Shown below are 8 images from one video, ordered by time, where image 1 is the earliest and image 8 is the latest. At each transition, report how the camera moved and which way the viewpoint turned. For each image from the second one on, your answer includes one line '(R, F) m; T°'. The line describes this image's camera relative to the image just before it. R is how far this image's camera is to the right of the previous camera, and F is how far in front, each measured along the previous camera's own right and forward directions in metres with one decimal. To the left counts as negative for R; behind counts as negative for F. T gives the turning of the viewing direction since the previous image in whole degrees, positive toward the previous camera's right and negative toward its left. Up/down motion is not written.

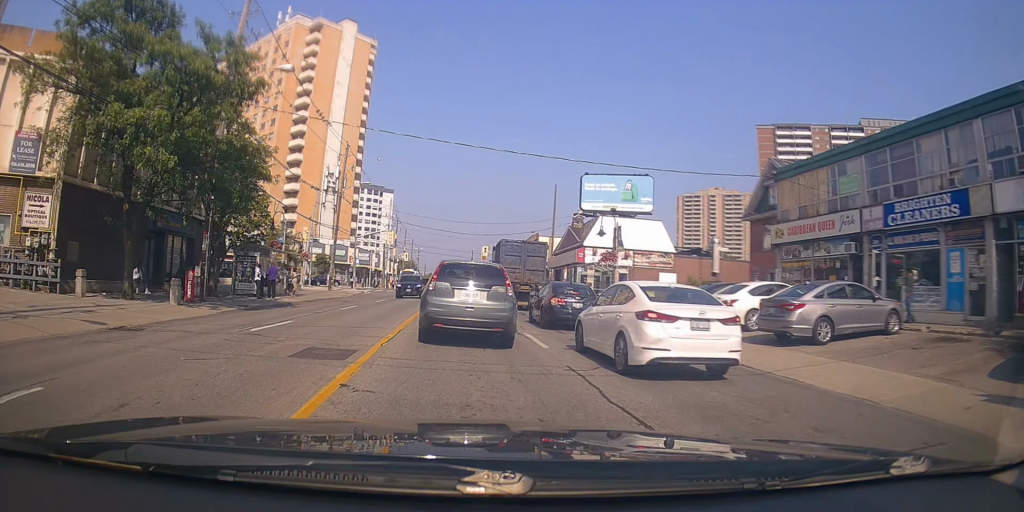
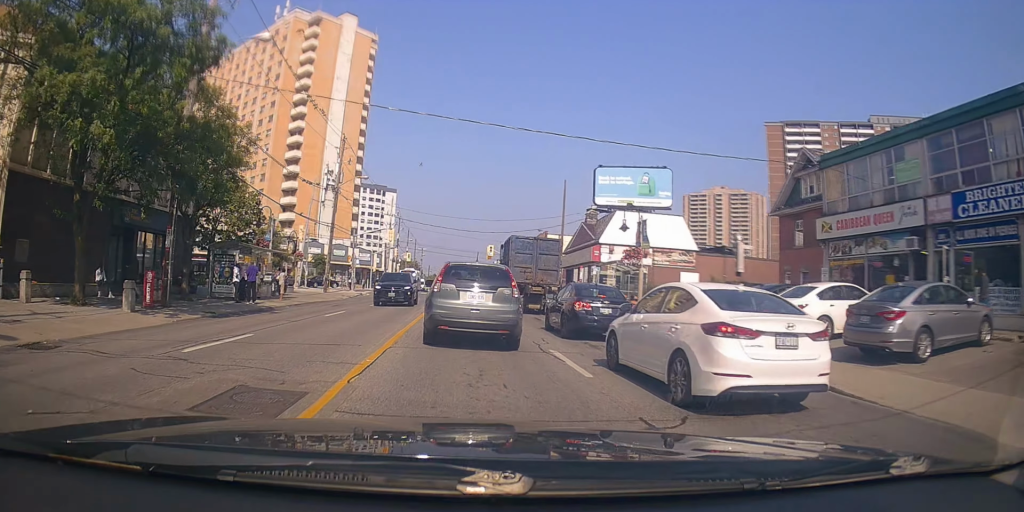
(0.0, +3.4) m; +1°
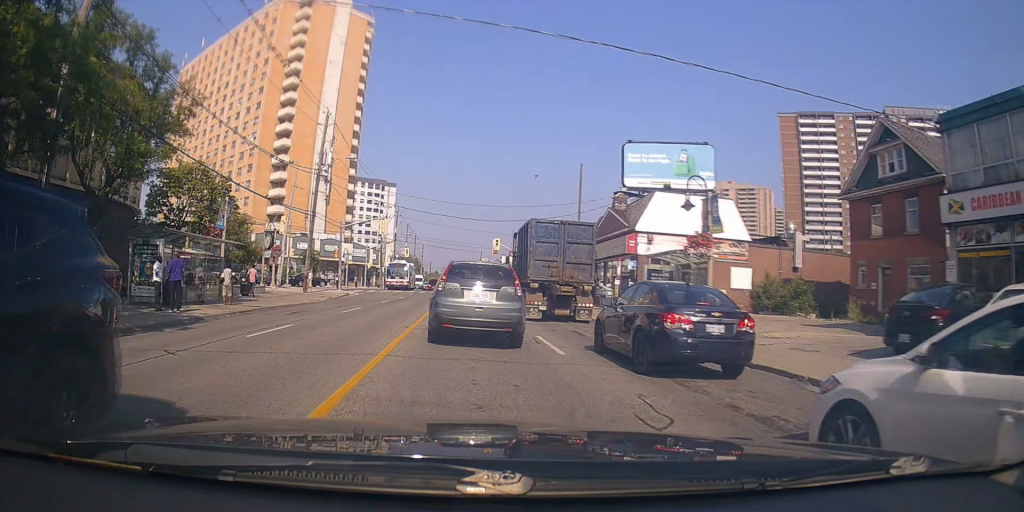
(+0.2, +7.7) m; +6°
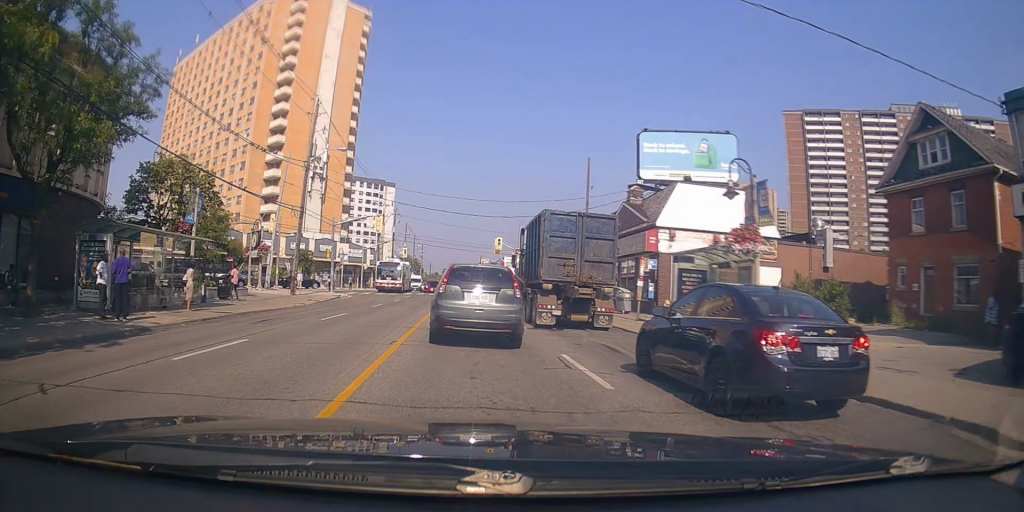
(+0.3, +3.6) m; +3°
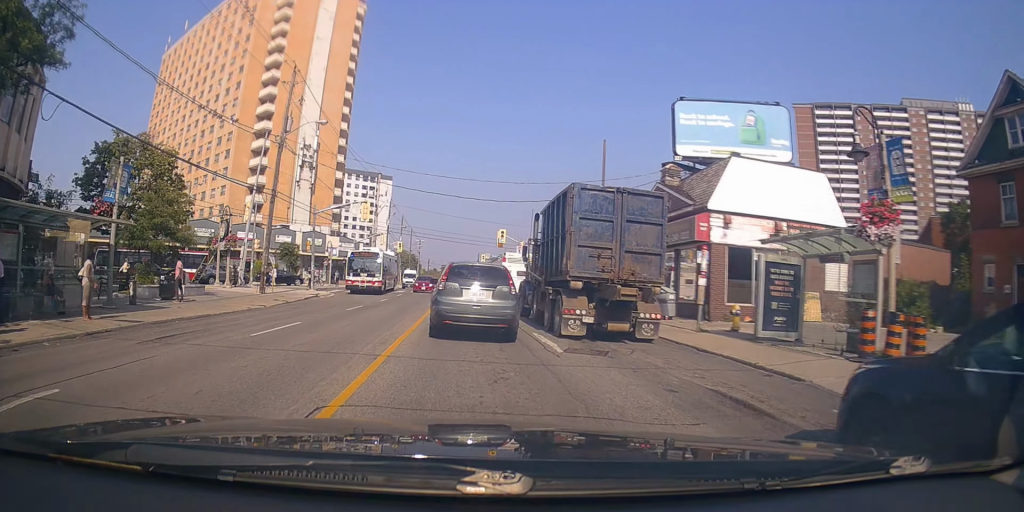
(0.0, +6.4) m; 0°
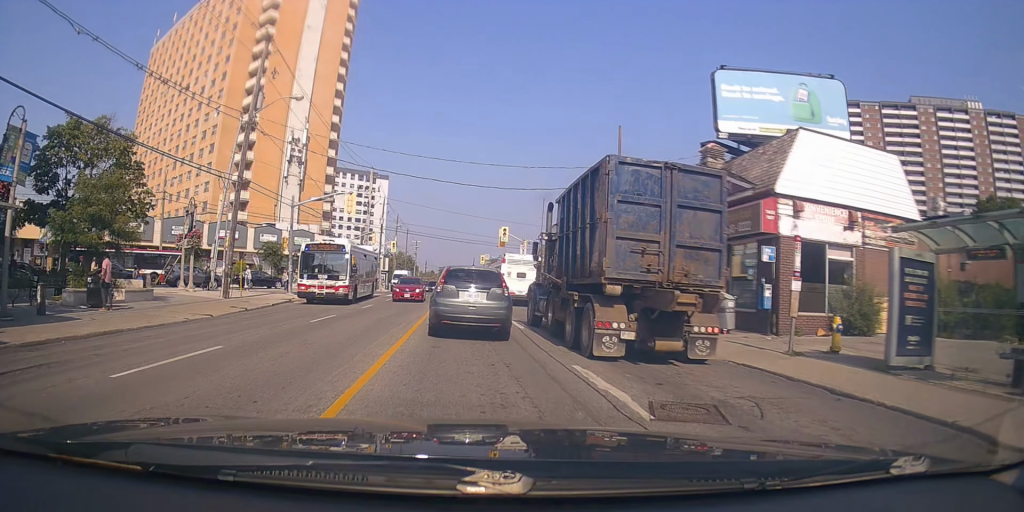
(0.0, +5.4) m; -4°
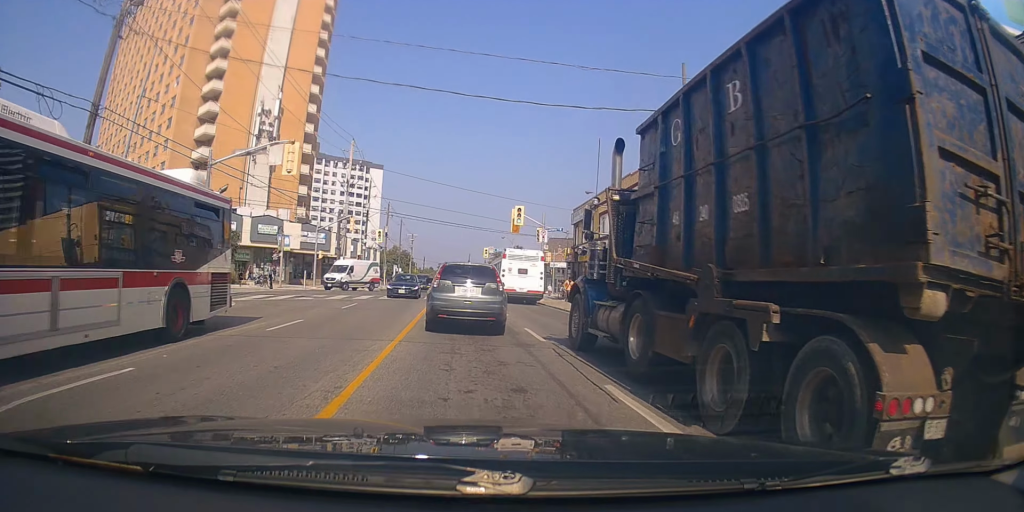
(-0.9, +12.3) m; -4°
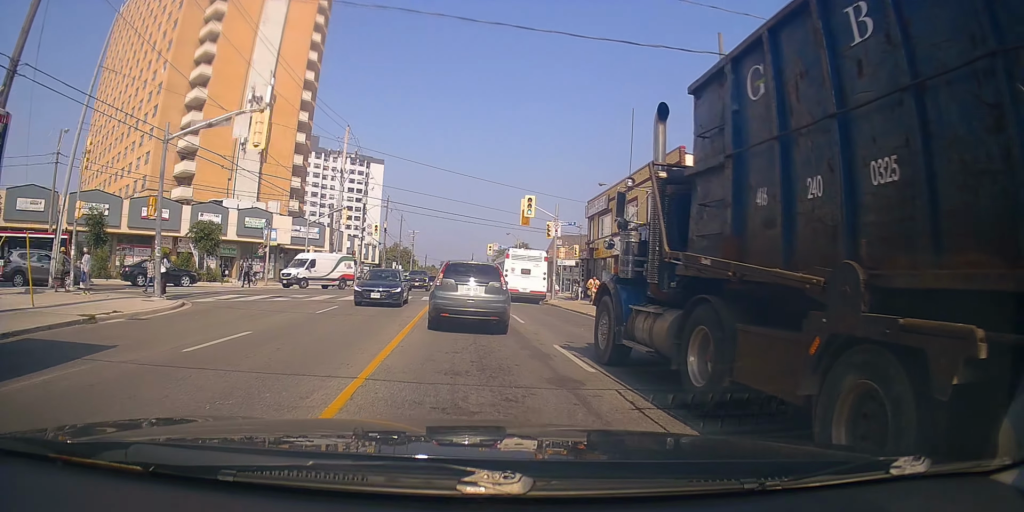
(+0.2, +4.2) m; +1°
